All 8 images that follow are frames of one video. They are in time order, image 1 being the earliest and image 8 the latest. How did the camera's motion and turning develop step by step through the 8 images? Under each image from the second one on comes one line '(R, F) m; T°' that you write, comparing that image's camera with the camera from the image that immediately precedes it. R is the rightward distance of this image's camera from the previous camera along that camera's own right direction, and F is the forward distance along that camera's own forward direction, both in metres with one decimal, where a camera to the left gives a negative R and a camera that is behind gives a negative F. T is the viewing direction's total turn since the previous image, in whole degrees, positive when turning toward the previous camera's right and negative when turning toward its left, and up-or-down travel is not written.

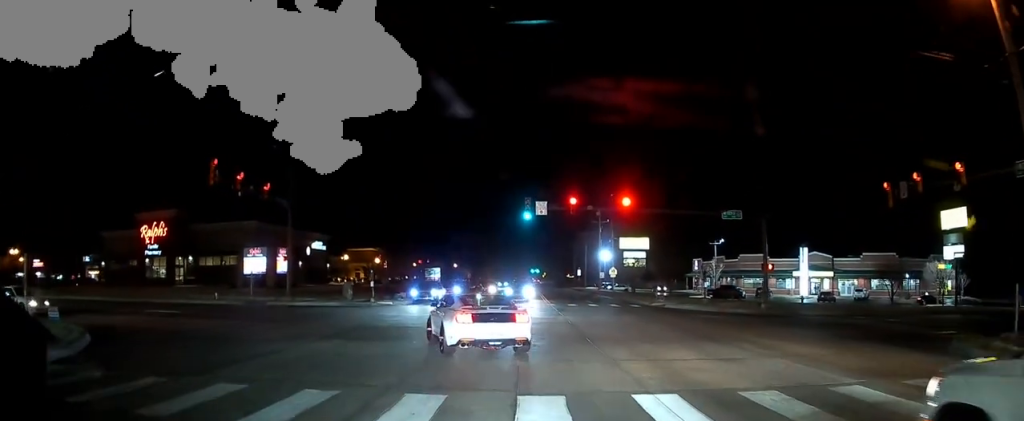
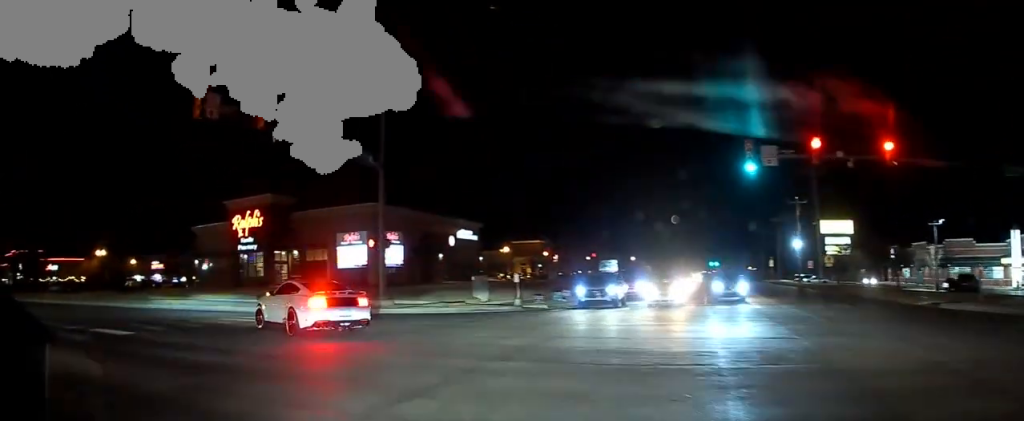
(0.0, +13.3) m; -17°
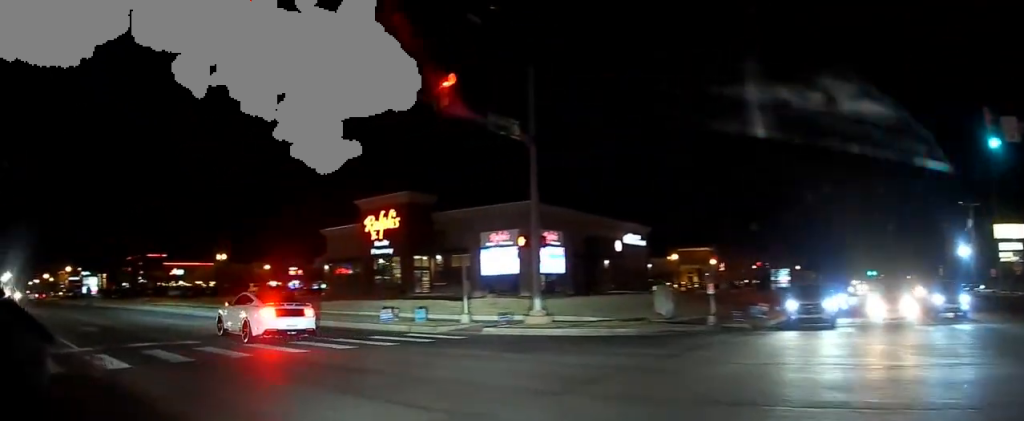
(-1.9, +6.8) m; -16°
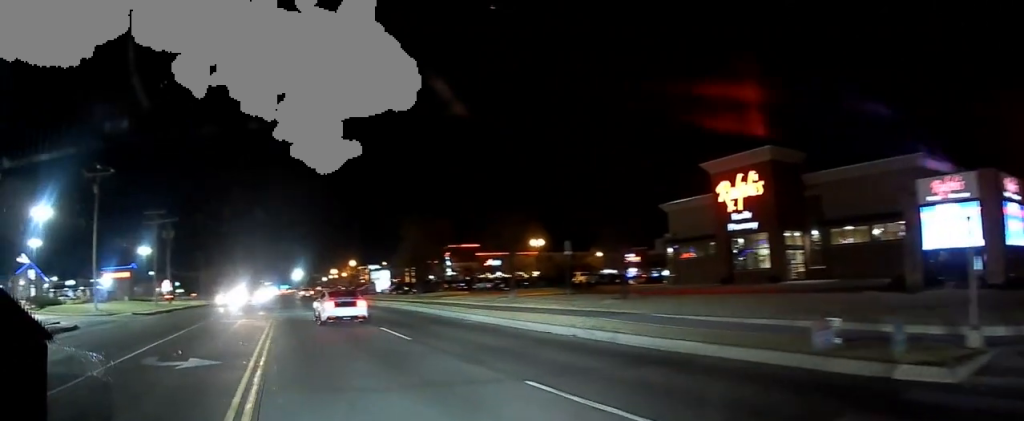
(-4.1, +13.0) m; -37°
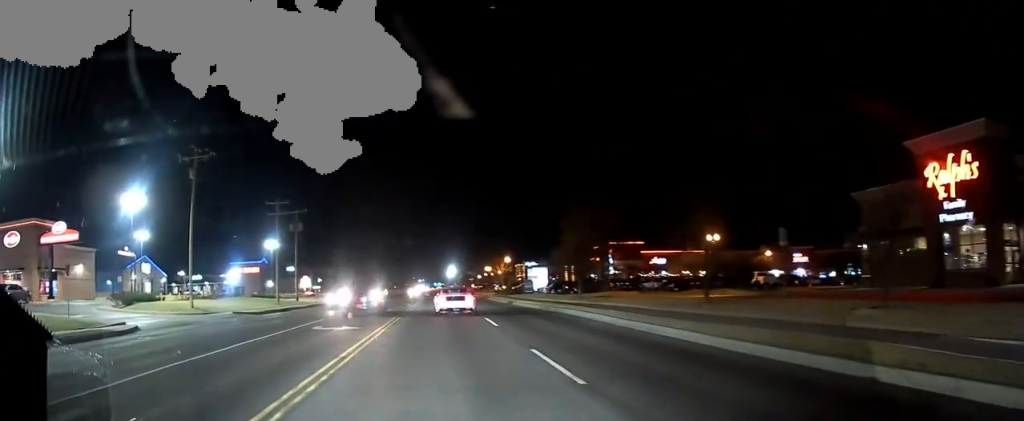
(-1.9, +9.0) m; -12°
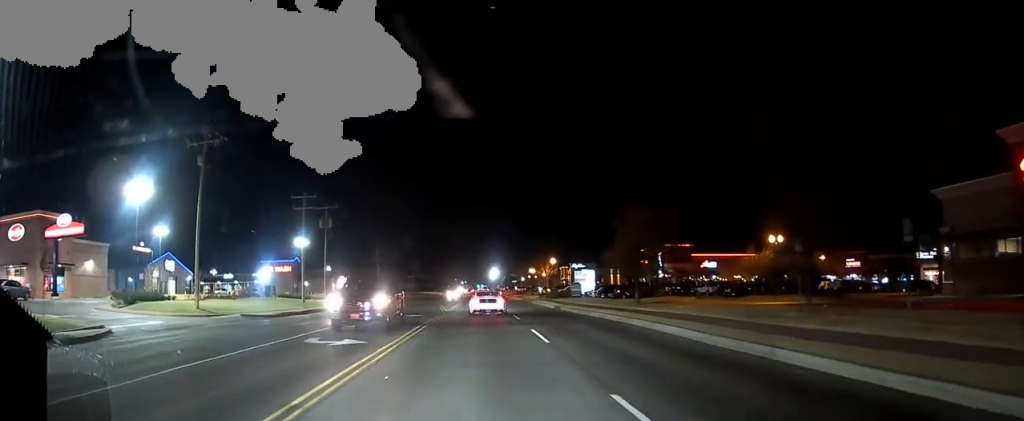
(0.0, +6.3) m; 0°
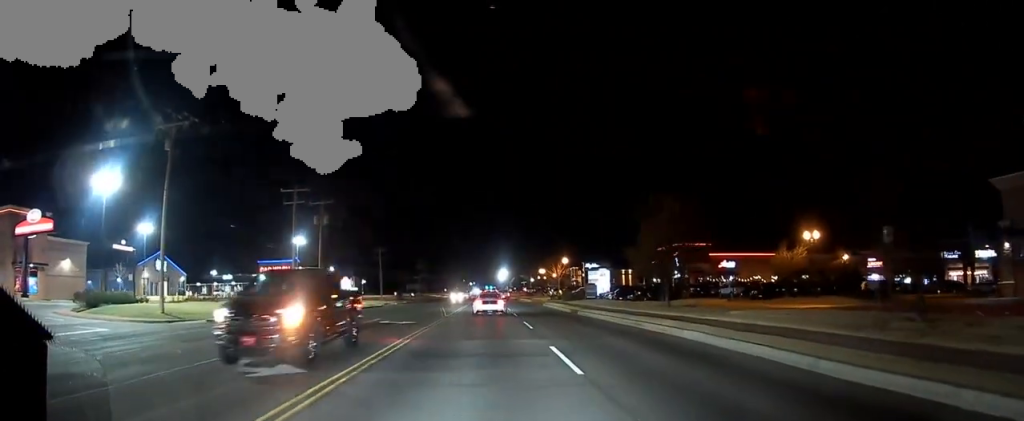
(0.0, +6.7) m; 0°
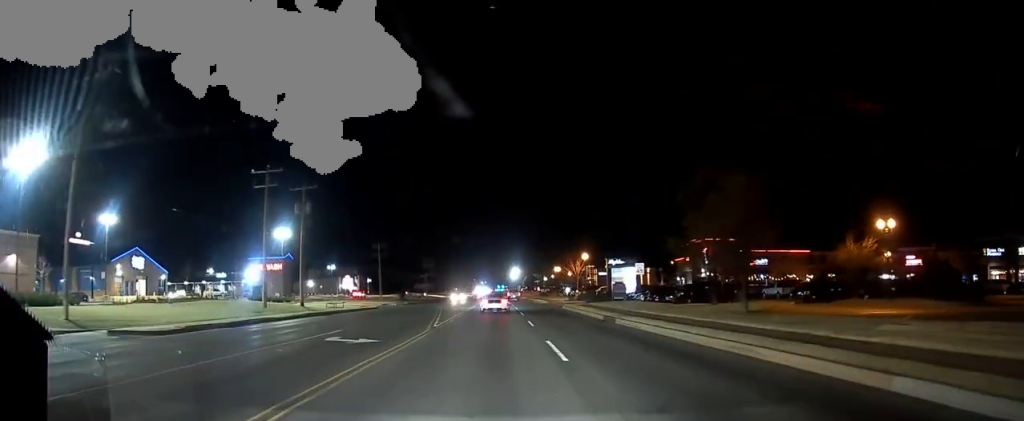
(0.0, +11.5) m; 0°
